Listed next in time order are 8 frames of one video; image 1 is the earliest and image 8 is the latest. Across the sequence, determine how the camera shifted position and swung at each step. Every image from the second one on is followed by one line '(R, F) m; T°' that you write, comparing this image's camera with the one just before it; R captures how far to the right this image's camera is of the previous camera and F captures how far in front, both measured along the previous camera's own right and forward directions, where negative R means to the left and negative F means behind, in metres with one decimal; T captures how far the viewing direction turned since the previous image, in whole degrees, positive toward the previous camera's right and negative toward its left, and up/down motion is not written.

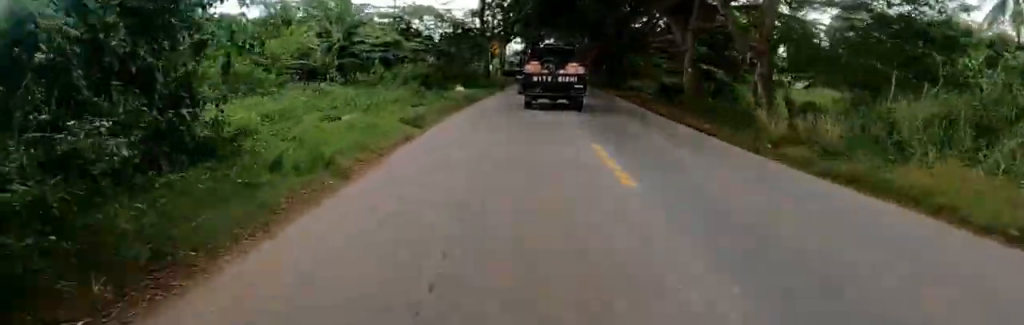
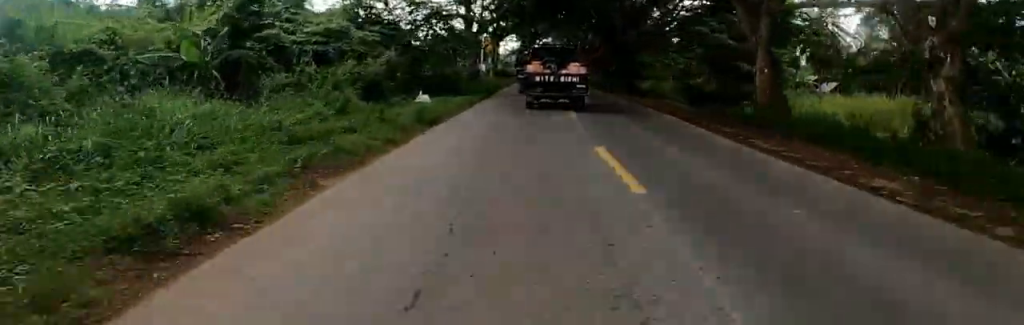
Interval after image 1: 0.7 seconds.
(-0.1, +8.2) m; 0°
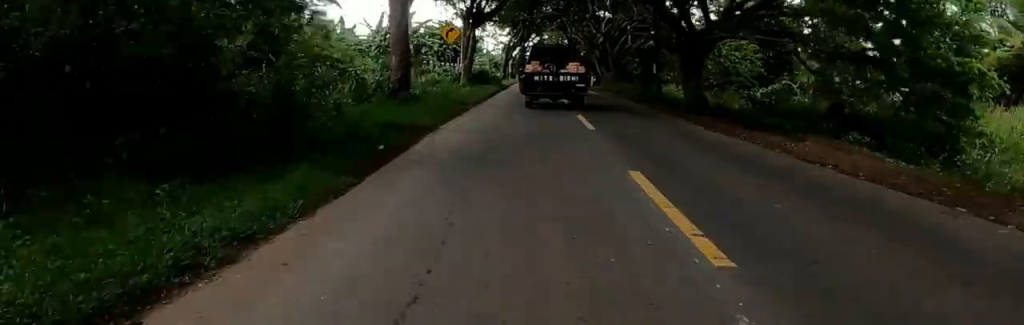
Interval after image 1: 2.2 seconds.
(+1.0, +18.0) m; +7°
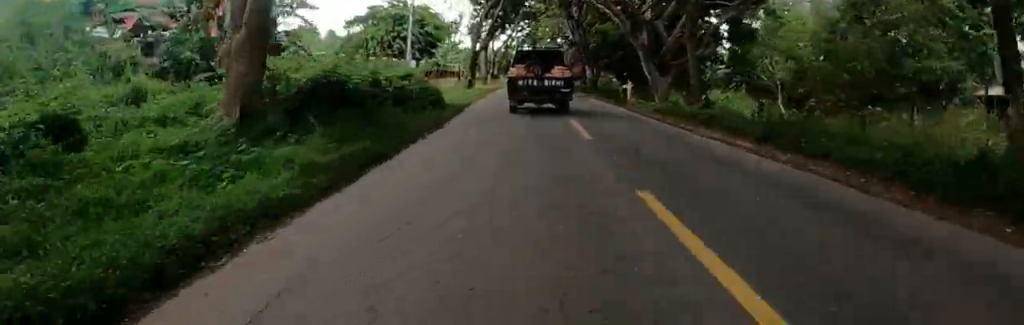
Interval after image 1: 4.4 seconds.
(+0.2, +24.5) m; -1°
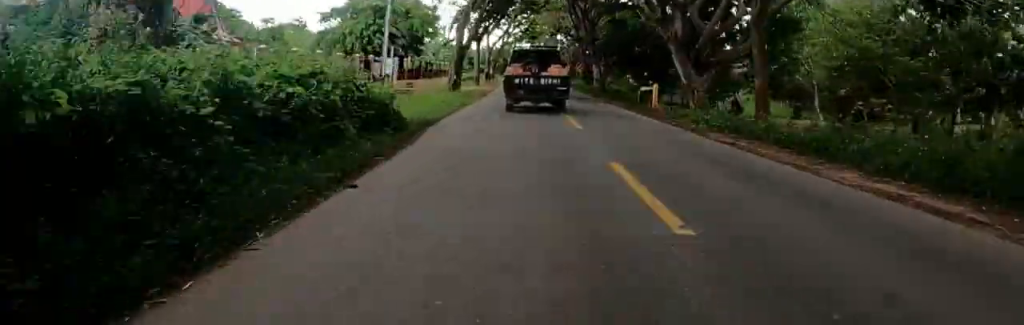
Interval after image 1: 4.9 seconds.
(0.0, +6.1) m; 0°
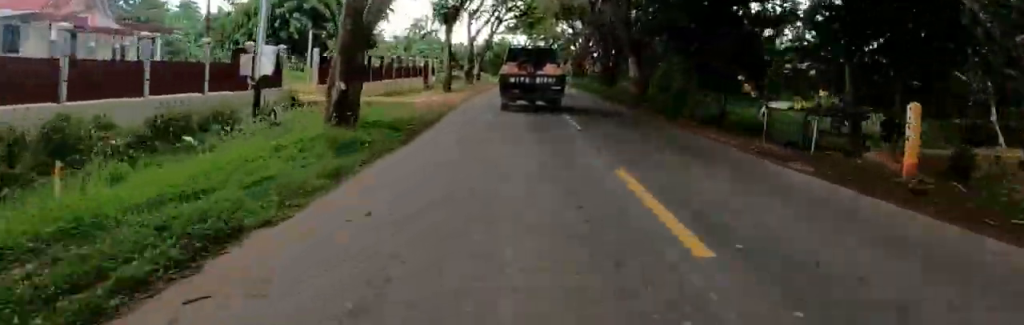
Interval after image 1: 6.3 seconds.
(0.0, +16.1) m; 0°
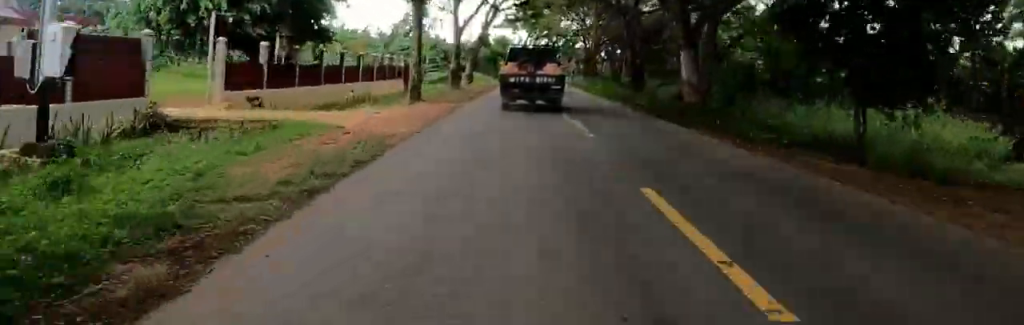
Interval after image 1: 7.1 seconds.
(0.0, +8.9) m; 0°
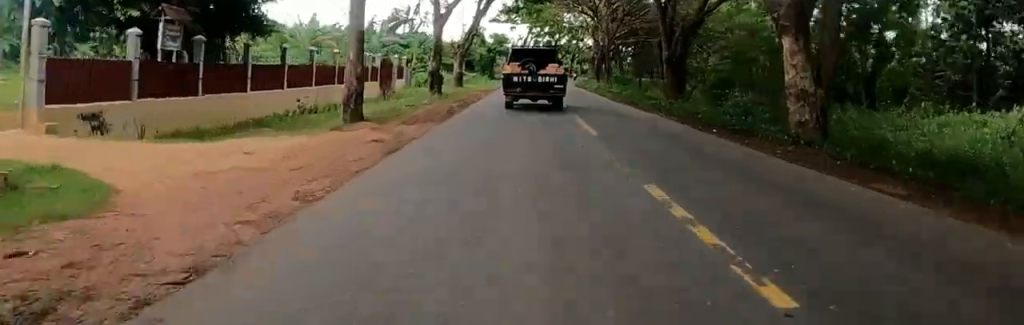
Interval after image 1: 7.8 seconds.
(0.0, +7.4) m; 0°
